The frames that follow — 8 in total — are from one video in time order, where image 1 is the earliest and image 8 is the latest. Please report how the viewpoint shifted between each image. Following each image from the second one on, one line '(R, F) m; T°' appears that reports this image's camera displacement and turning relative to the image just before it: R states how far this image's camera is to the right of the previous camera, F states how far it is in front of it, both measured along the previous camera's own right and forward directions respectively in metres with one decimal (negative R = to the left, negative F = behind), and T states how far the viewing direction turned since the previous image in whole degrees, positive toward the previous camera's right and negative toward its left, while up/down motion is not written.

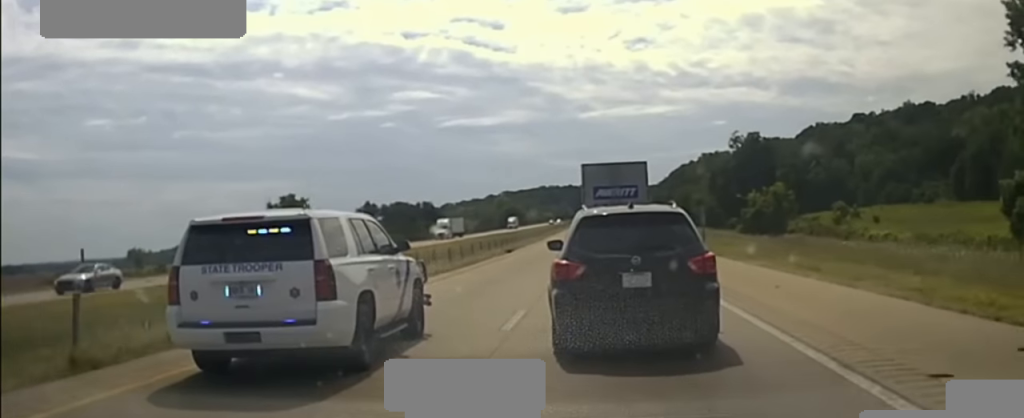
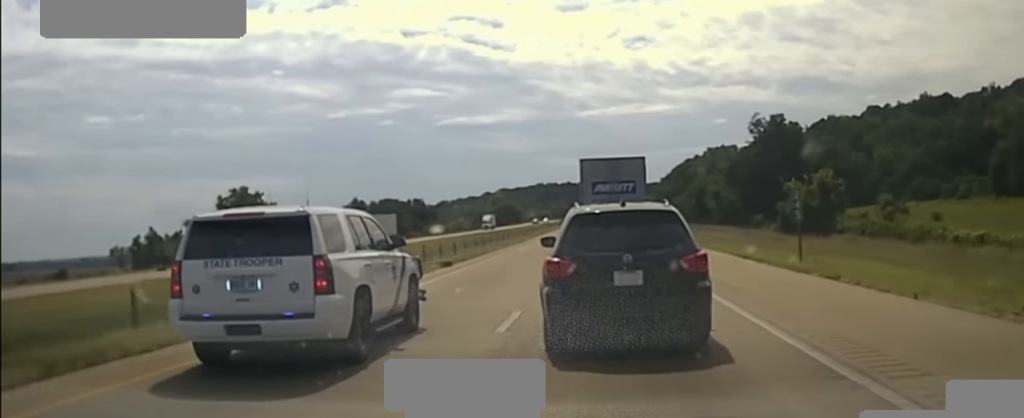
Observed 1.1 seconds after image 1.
(+0.2, +25.0) m; 0°
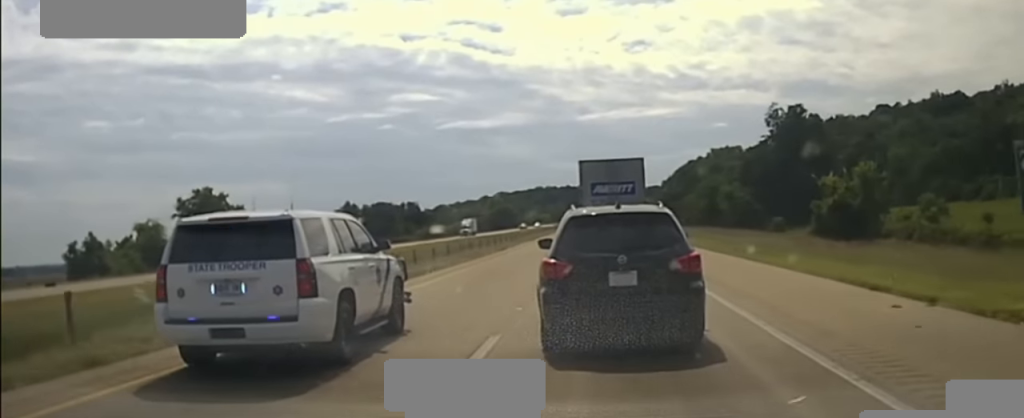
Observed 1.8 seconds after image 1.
(0.0, +15.5) m; 0°
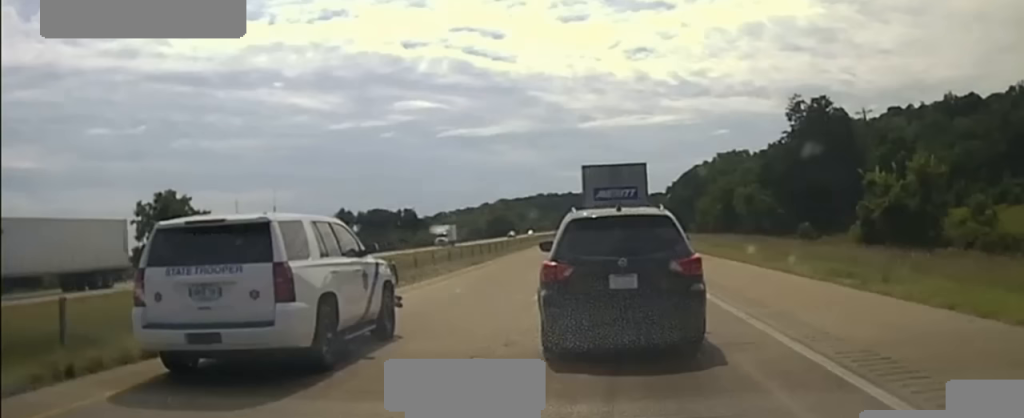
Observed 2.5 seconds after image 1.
(-0.2, +14.9) m; 0°
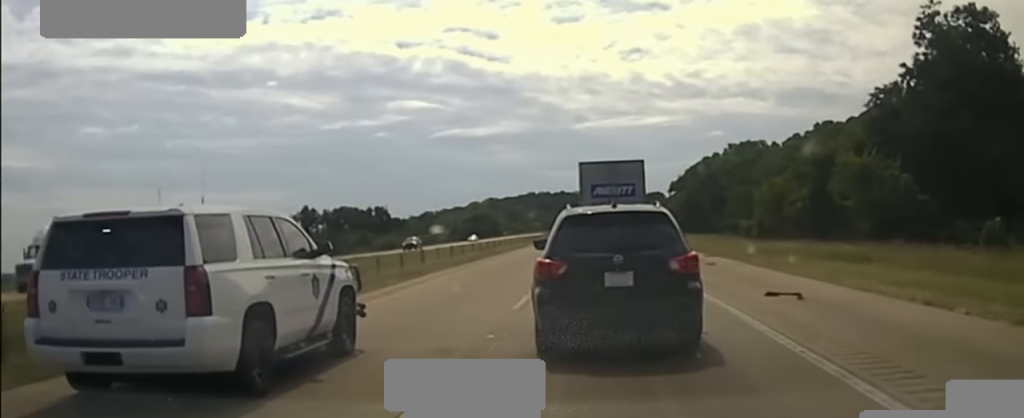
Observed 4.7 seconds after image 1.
(+0.5, +53.3) m; 0°
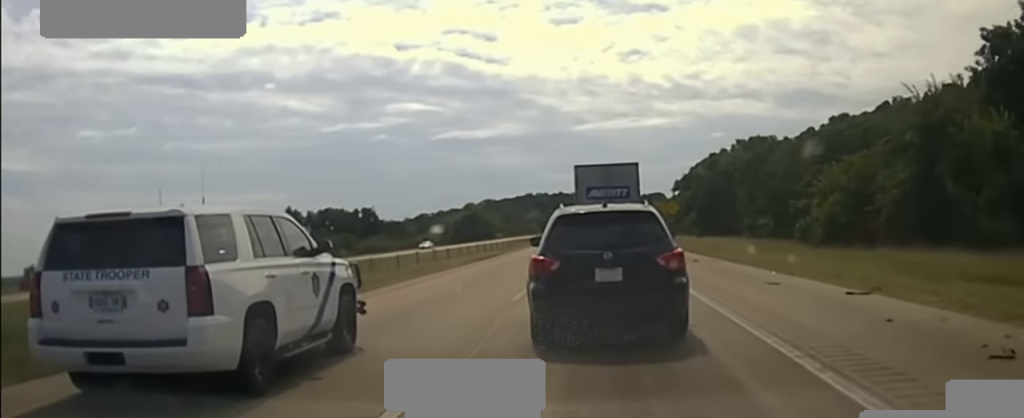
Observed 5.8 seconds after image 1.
(0.0, +24.0) m; 0°
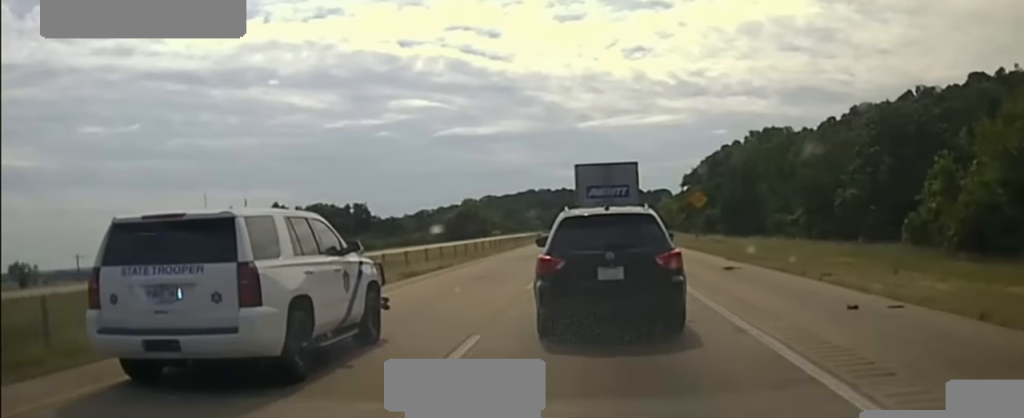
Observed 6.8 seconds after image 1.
(0.0, +23.2) m; 0°
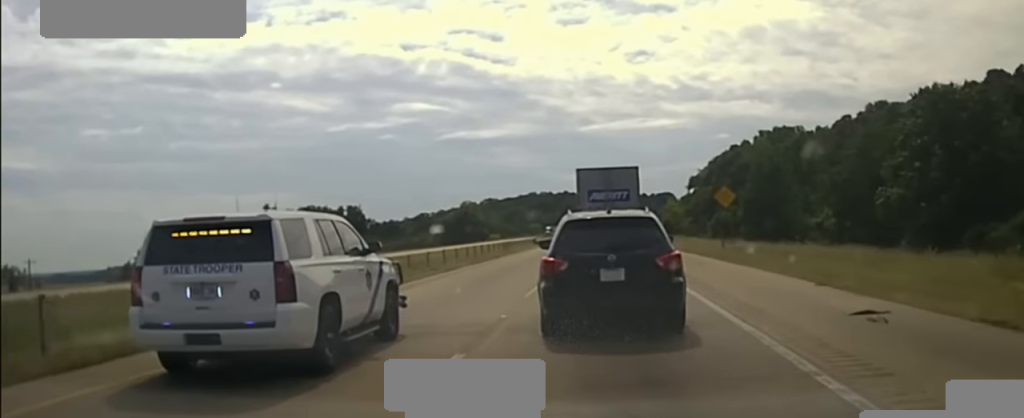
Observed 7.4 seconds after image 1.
(0.0, +13.9) m; 0°
